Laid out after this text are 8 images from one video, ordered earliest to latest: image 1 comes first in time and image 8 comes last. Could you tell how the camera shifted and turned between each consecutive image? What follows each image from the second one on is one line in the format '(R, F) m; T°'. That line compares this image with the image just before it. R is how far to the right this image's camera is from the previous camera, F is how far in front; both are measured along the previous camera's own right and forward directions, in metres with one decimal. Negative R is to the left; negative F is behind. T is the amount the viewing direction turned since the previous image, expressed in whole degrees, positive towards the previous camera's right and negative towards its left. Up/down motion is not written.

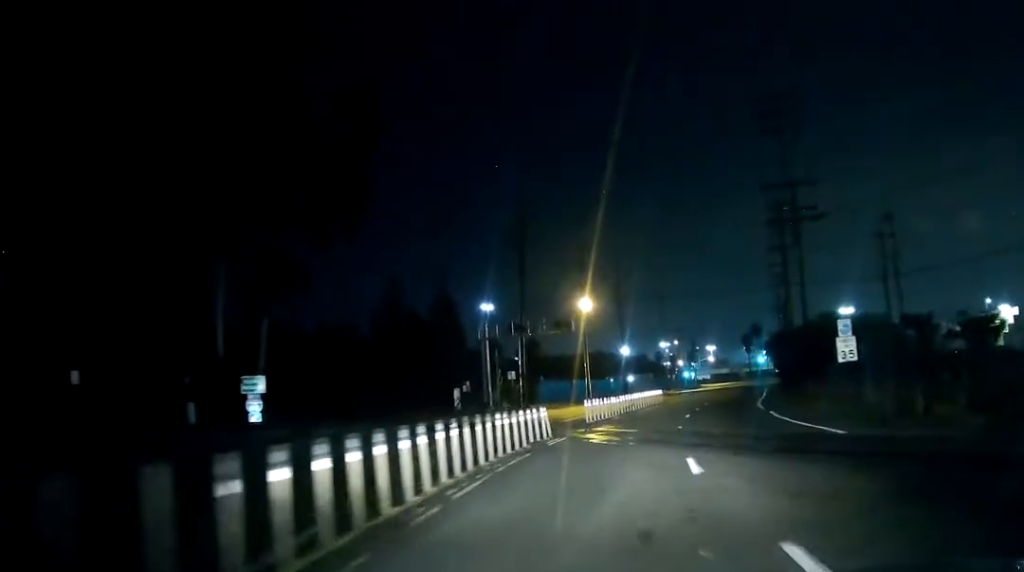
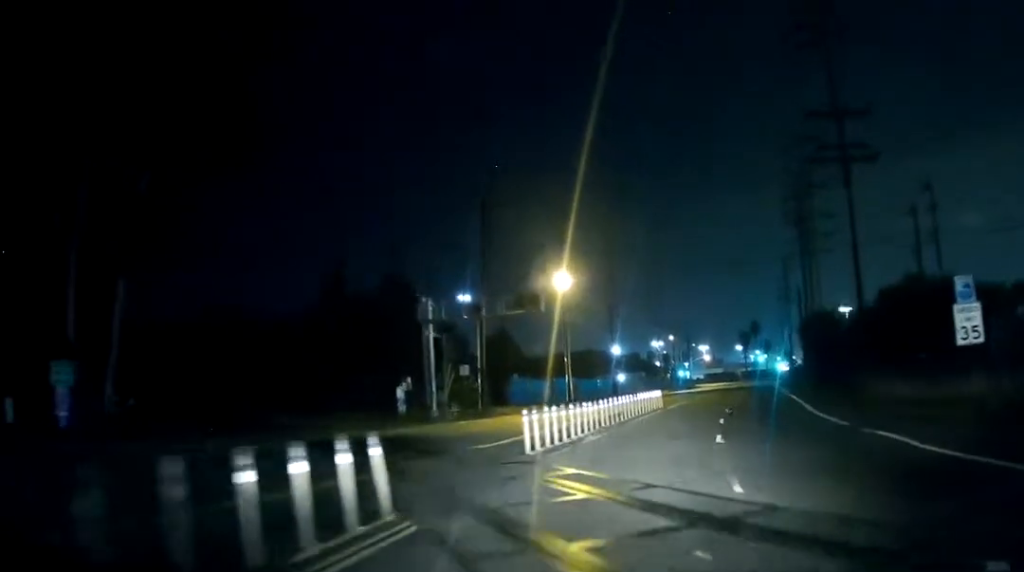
(+0.5, +13.8) m; +3°
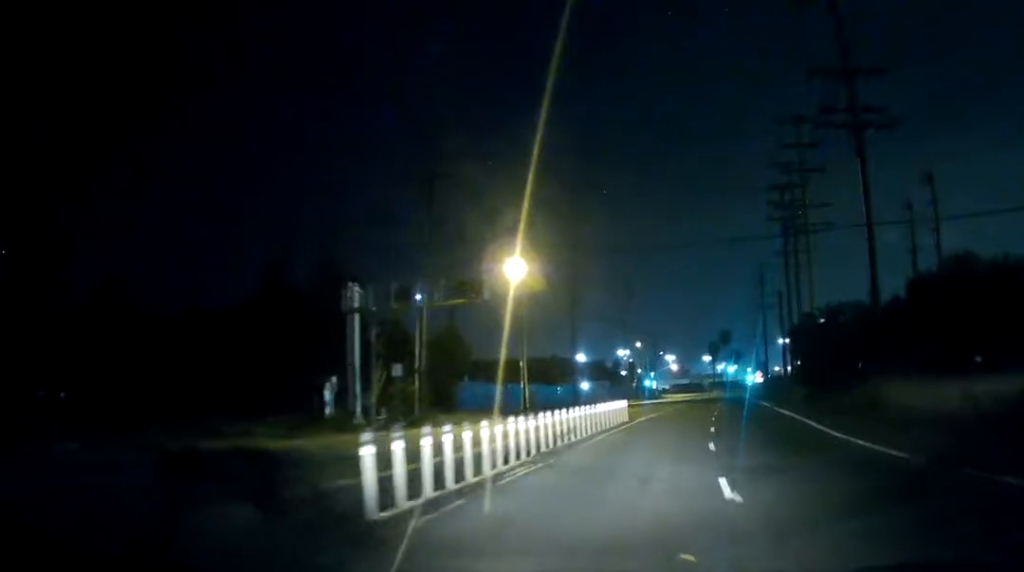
(+0.1, +7.3) m; +2°
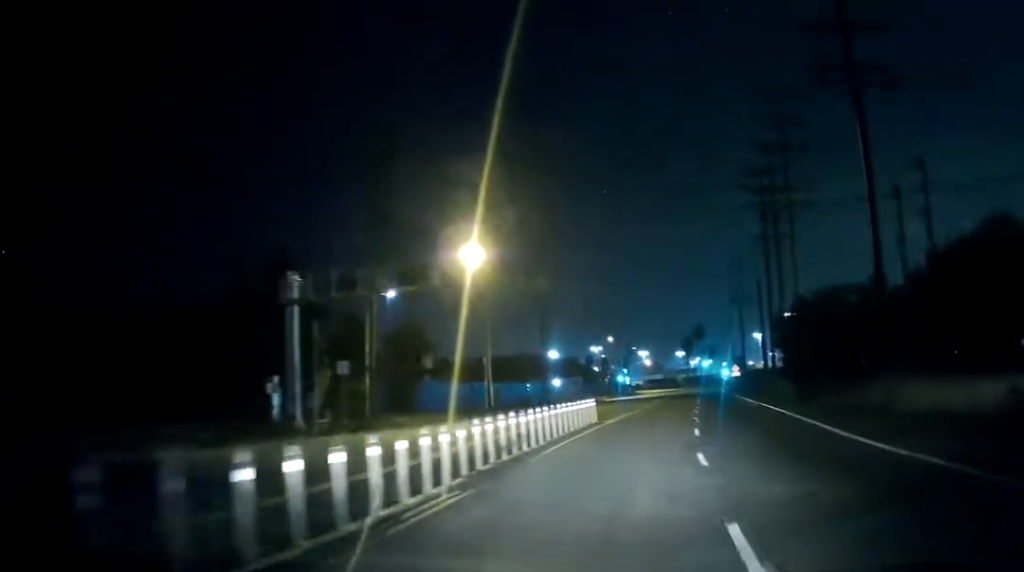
(+0.1, +4.0) m; +2°
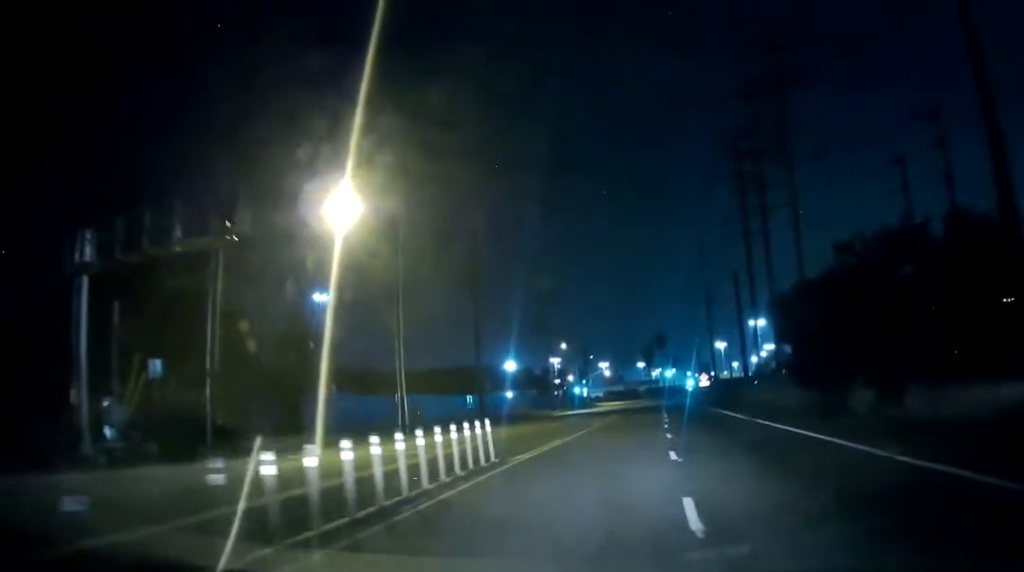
(+0.3, +12.4) m; +2°
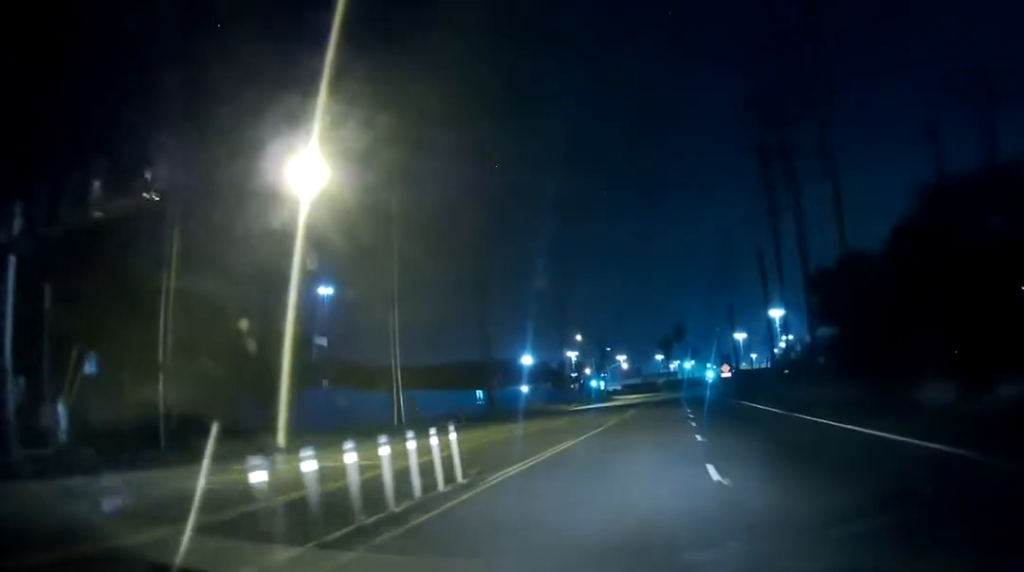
(0.0, +4.3) m; 0°
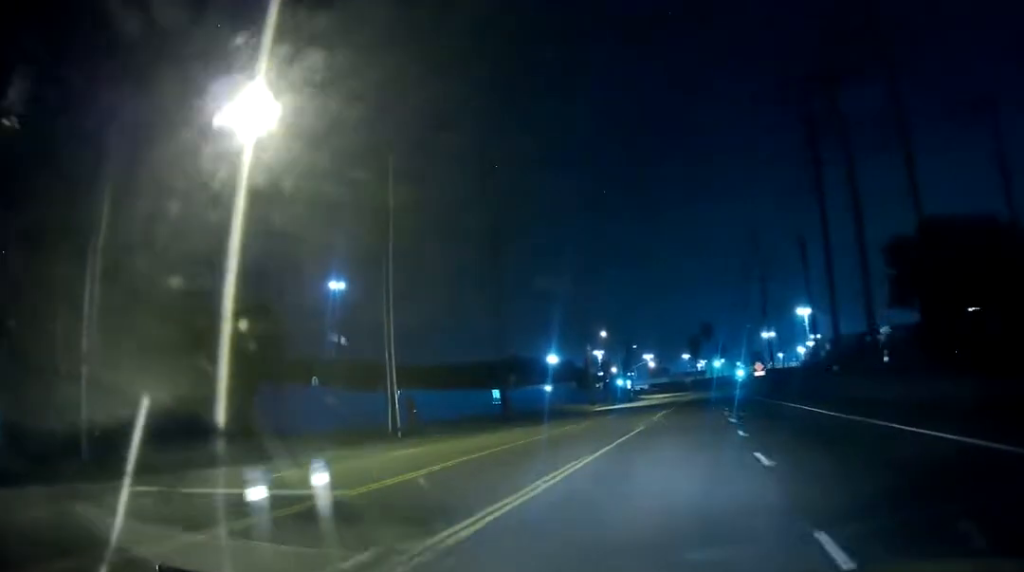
(0.0, +5.3) m; -1°
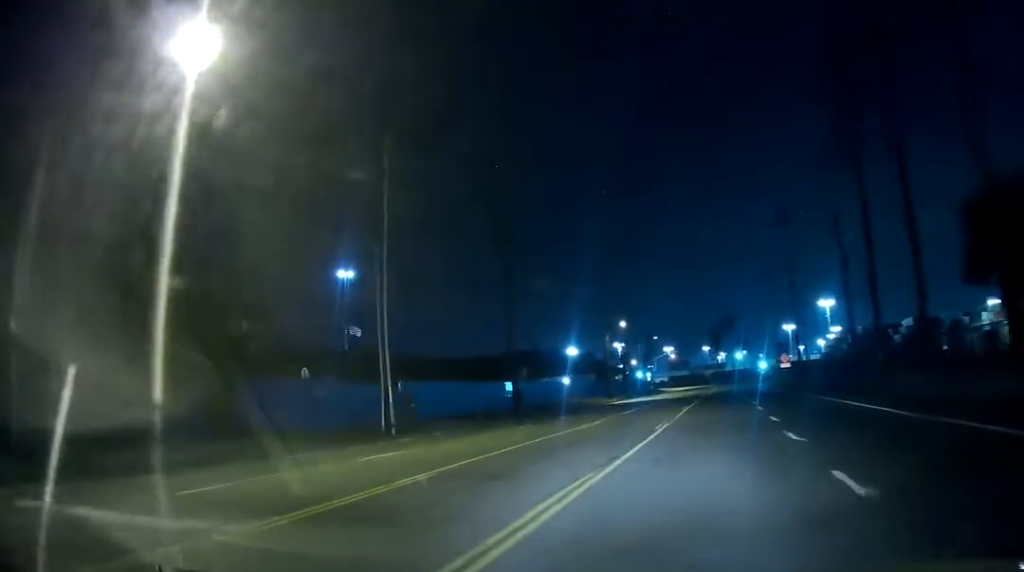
(+0.1, +3.4) m; -1°
